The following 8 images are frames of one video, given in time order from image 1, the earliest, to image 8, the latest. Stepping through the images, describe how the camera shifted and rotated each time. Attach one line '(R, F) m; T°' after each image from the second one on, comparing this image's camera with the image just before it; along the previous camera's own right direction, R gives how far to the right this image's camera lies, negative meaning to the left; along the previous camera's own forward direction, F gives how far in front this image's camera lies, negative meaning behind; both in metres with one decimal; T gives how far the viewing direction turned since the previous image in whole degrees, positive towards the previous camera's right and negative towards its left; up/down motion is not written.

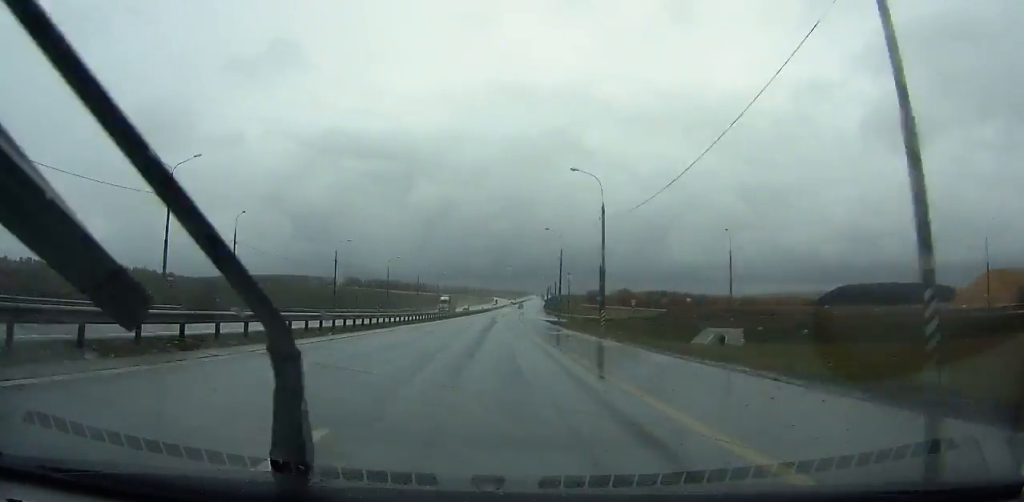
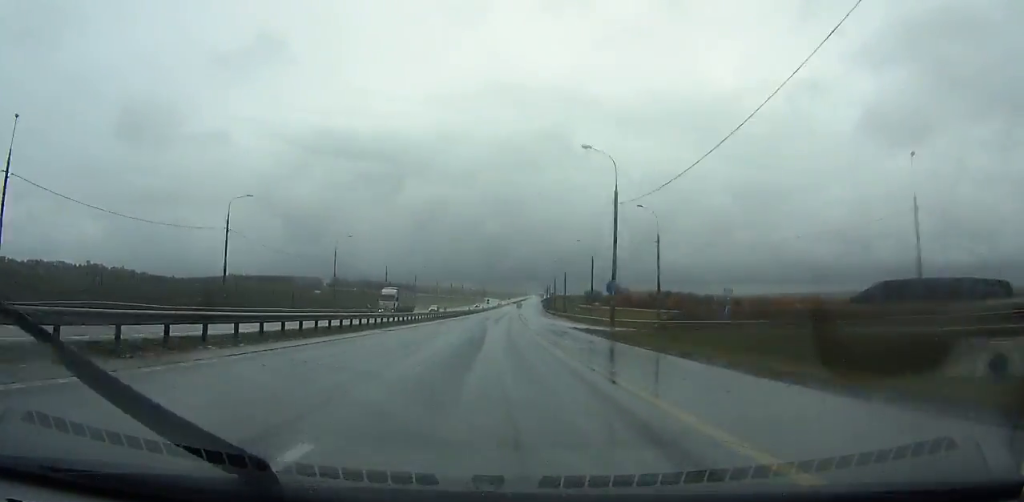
(+0.2, +37.5) m; +1°
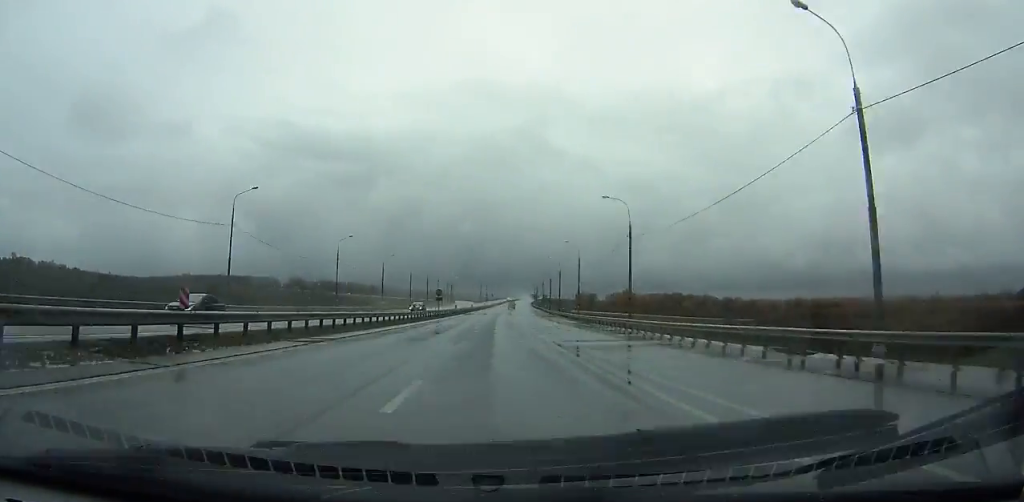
(+1.9, +99.2) m; +2°
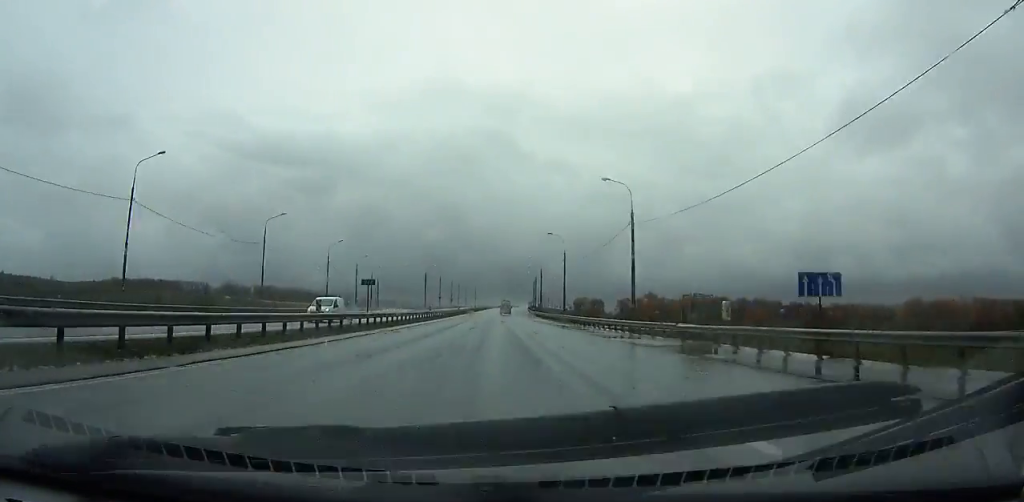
(+3.2, +145.6) m; +3°
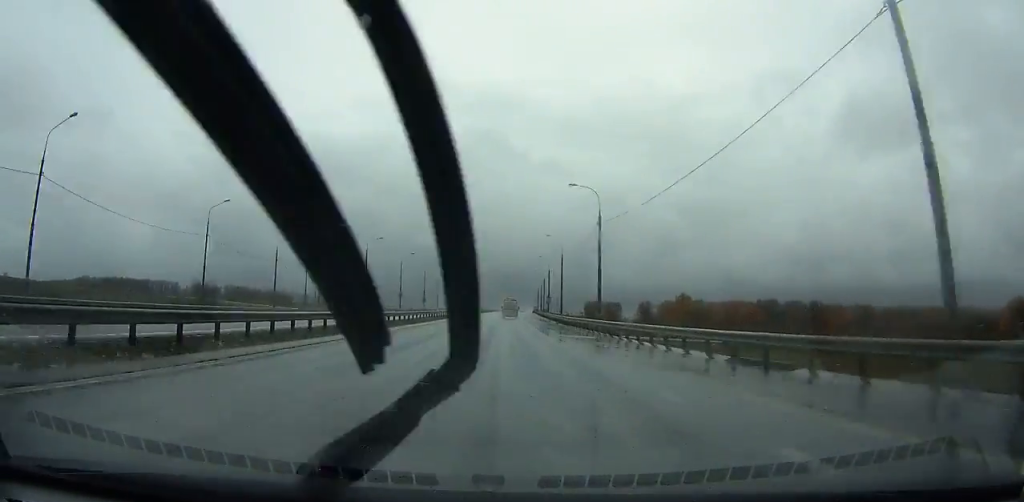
(+0.9, +66.1) m; +1°
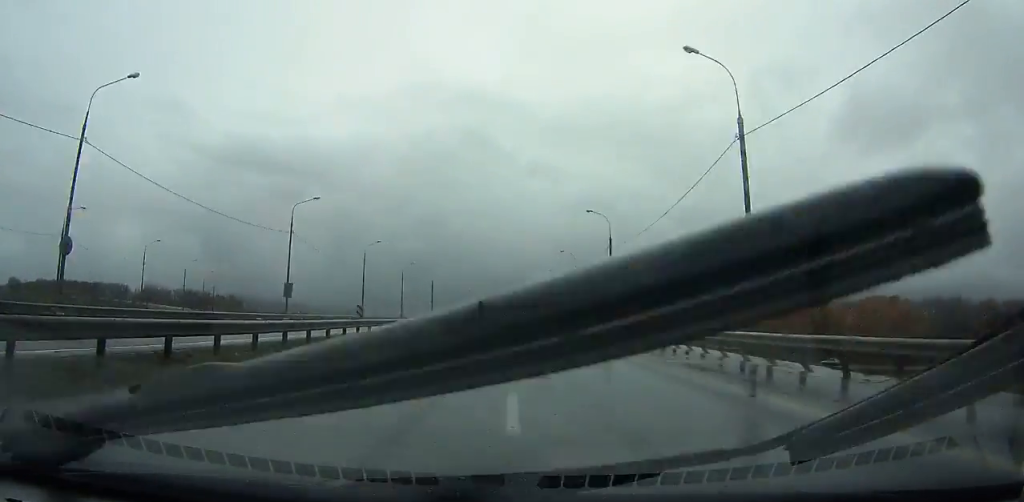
(+0.8, +93.6) m; +1°
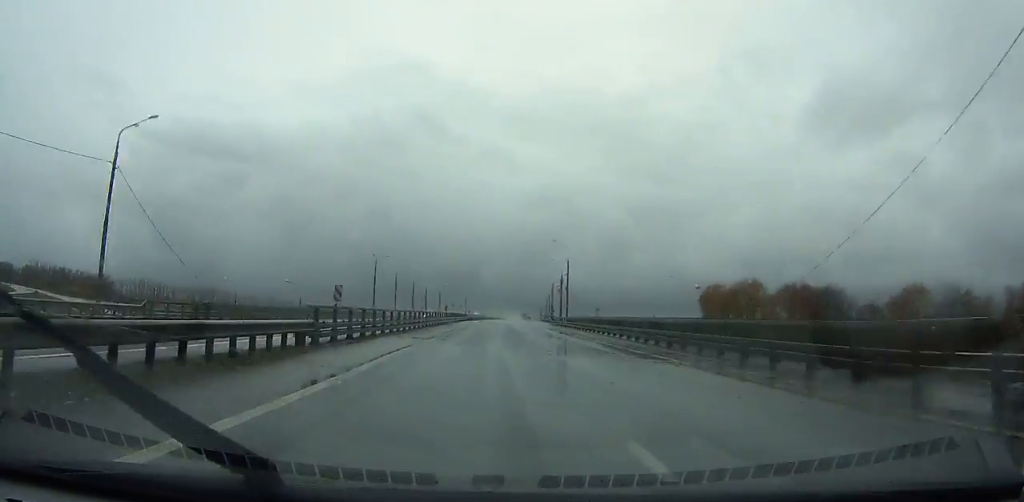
(+3.0, +121.6) m; +4°
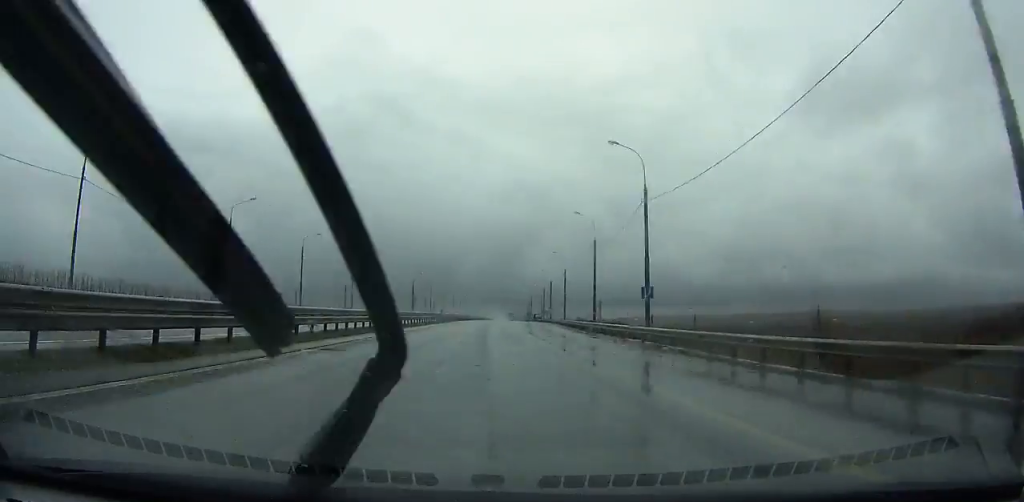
(+2.9, +95.5) m; +2°
